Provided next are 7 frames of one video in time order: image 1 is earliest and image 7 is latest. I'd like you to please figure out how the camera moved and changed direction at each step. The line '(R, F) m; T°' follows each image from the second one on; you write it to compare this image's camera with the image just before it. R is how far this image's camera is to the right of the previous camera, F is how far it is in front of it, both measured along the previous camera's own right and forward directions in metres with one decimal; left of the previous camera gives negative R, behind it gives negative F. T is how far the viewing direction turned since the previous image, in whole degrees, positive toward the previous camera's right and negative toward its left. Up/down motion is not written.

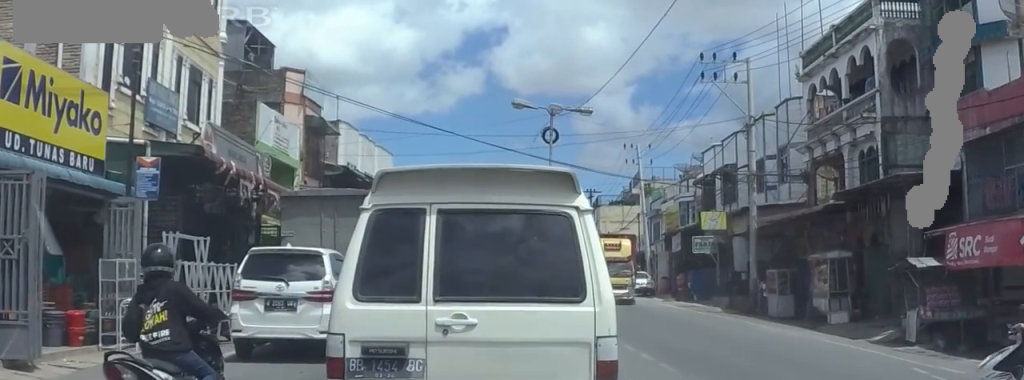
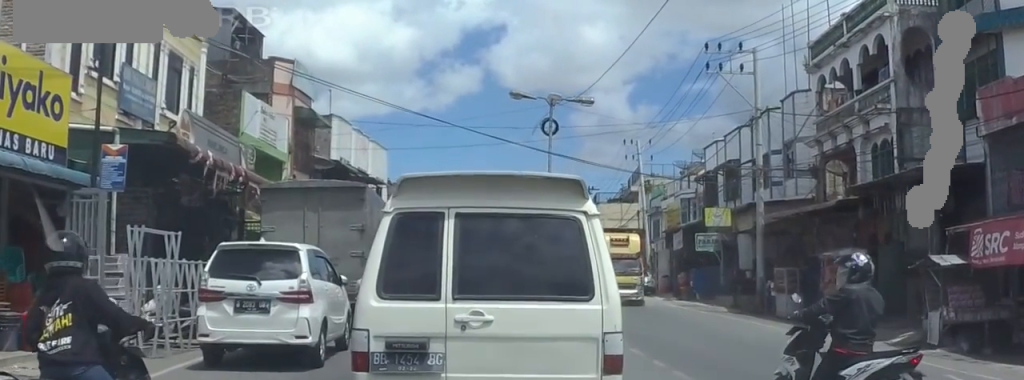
(+0.2, +9.5) m; 0°
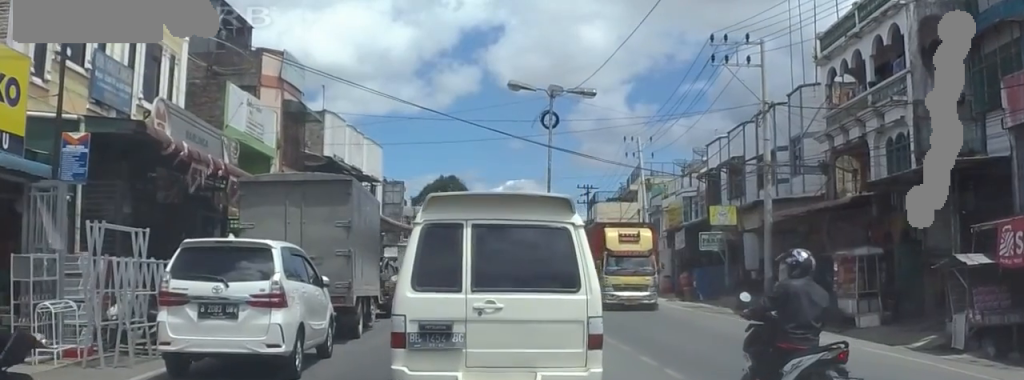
(-0.3, +9.5) m; +5°
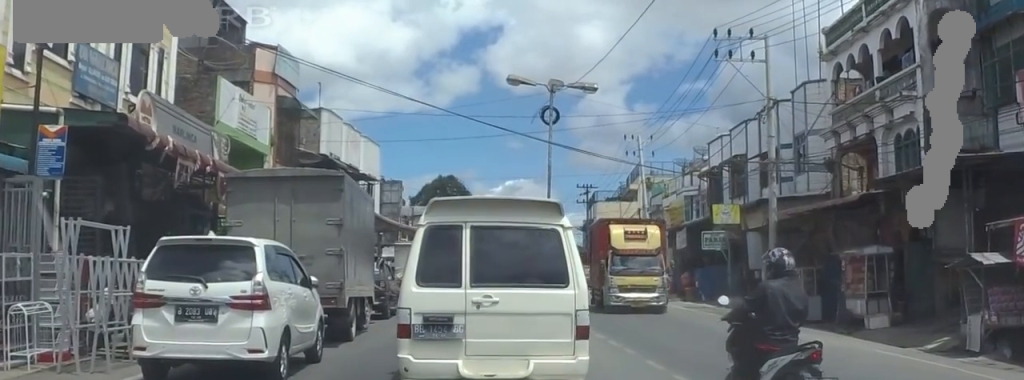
(+0.5, +4.0) m; 0°
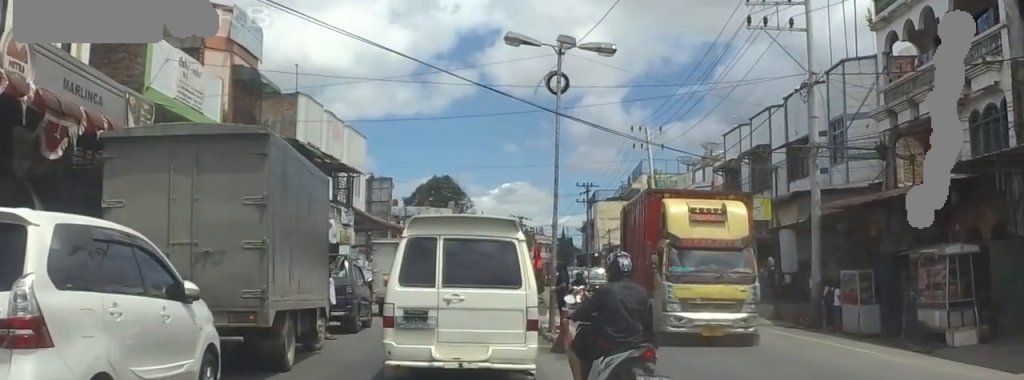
(-0.7, +17.6) m; -6°
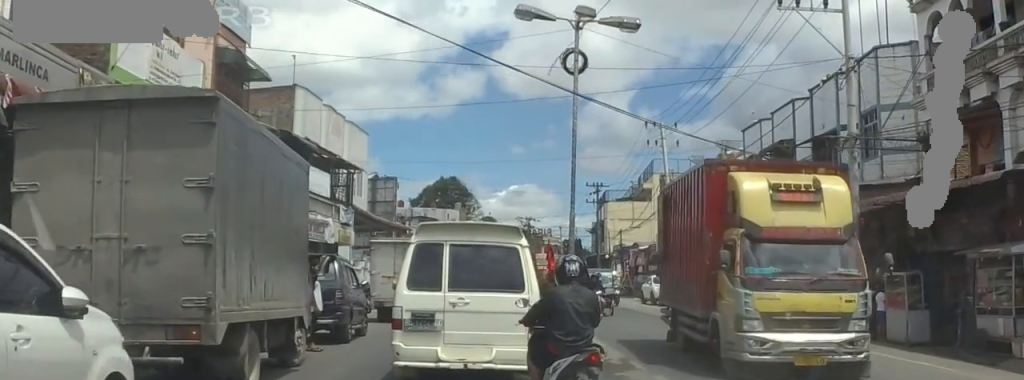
(0.0, +6.9) m; +2°
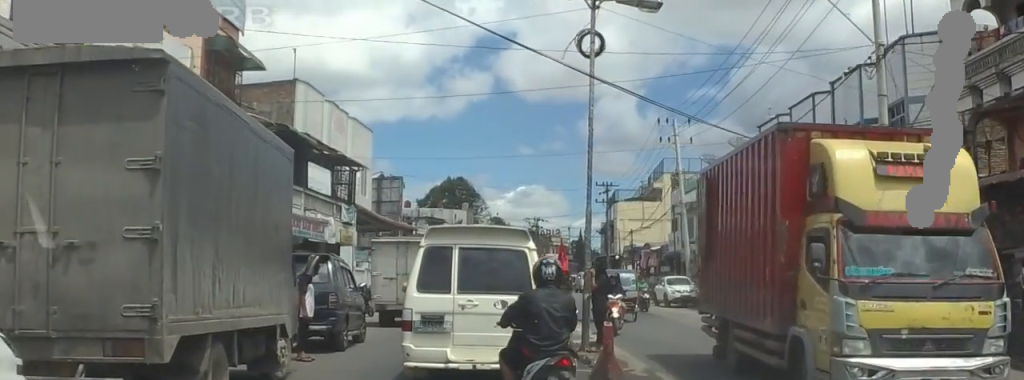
(-0.4, +4.1) m; +3°
